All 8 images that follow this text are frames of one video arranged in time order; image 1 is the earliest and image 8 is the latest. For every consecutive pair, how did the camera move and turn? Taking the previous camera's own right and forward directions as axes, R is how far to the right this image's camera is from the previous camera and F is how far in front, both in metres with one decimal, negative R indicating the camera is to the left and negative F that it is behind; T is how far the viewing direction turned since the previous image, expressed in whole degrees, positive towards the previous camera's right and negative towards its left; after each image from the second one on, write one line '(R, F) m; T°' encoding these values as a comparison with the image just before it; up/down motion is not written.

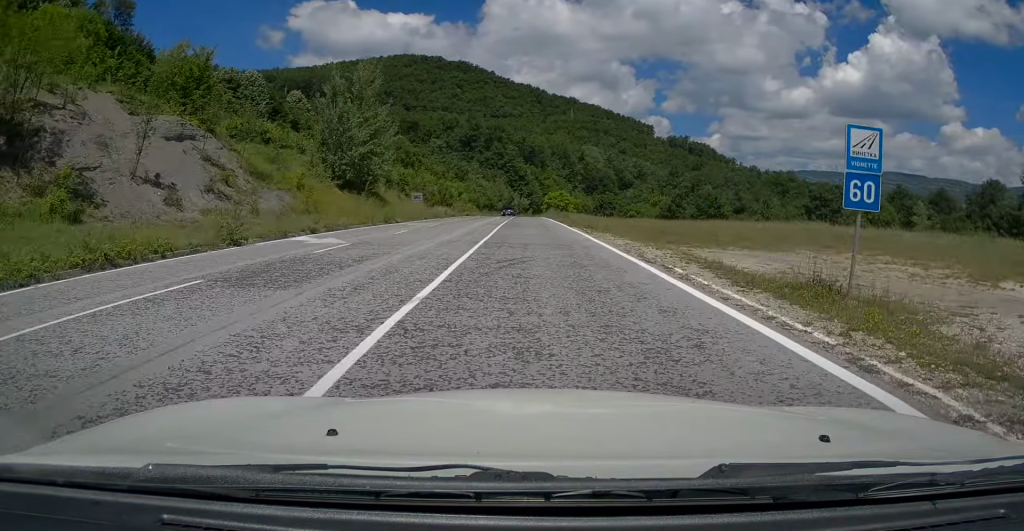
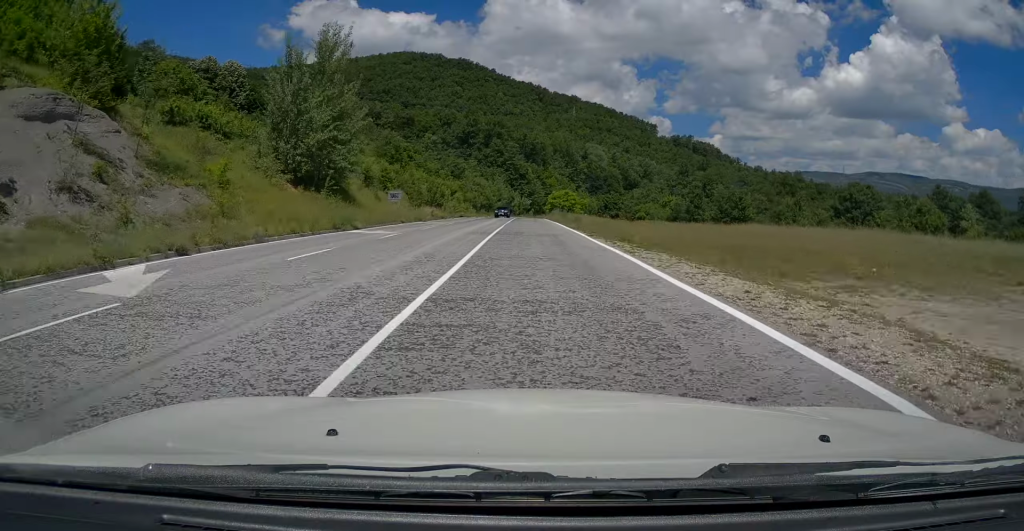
(+0.1, +10.9) m; 0°
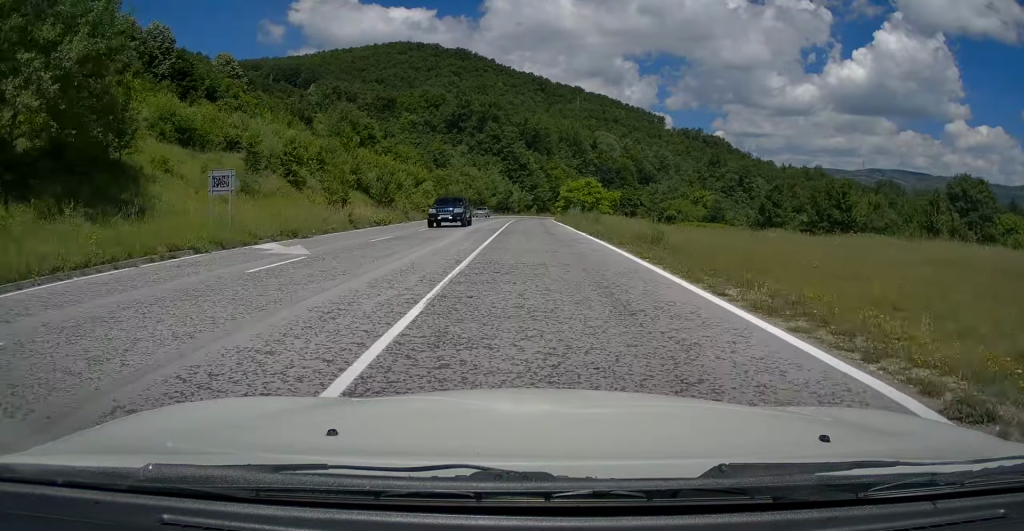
(-0.3, +29.1) m; -1°
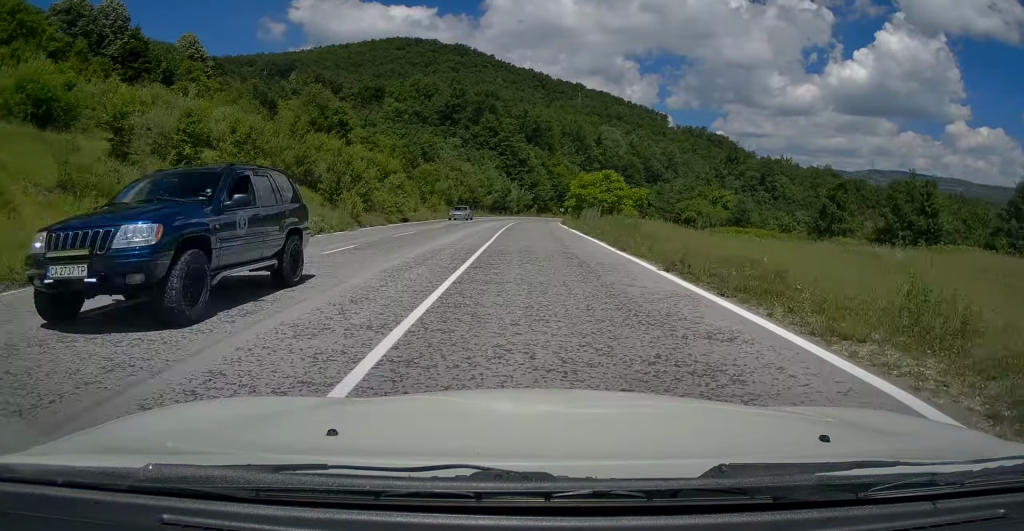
(+0.1, +13.4) m; 0°
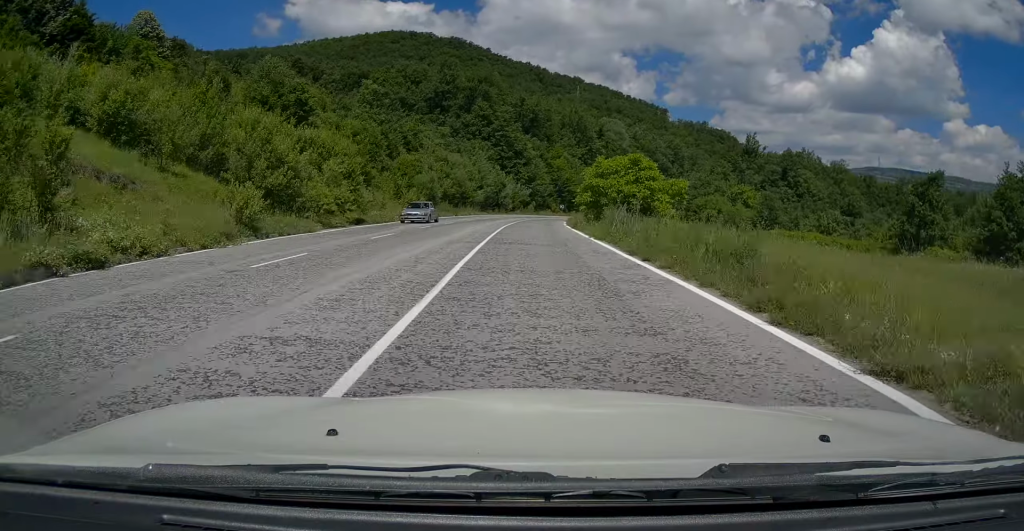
(+0.1, +12.6) m; 0°
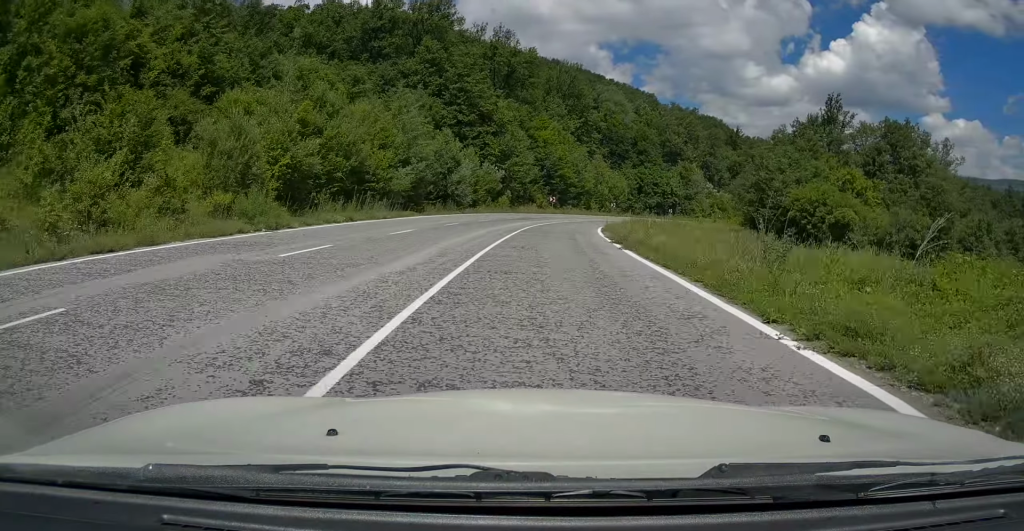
(+0.5, +42.9) m; +3°
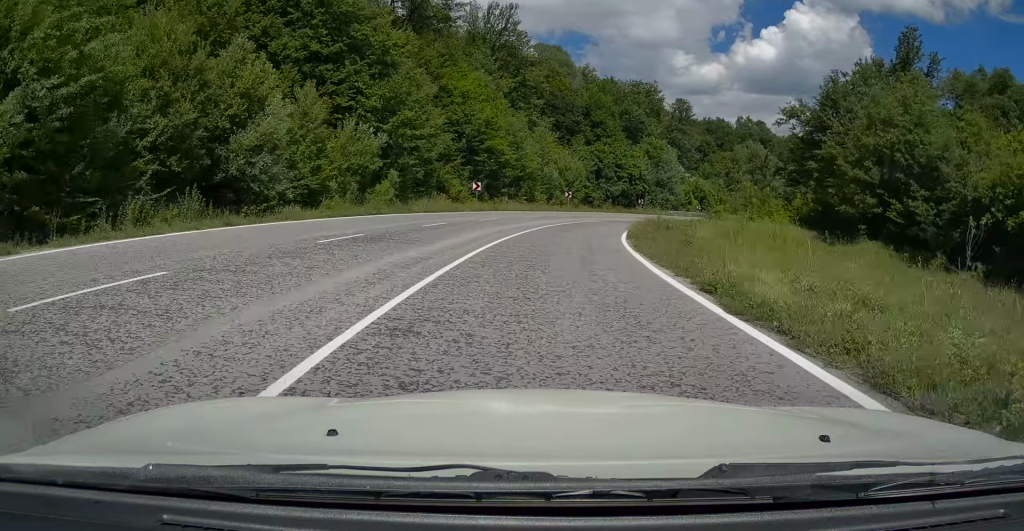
(+1.5, +32.3) m; +6°
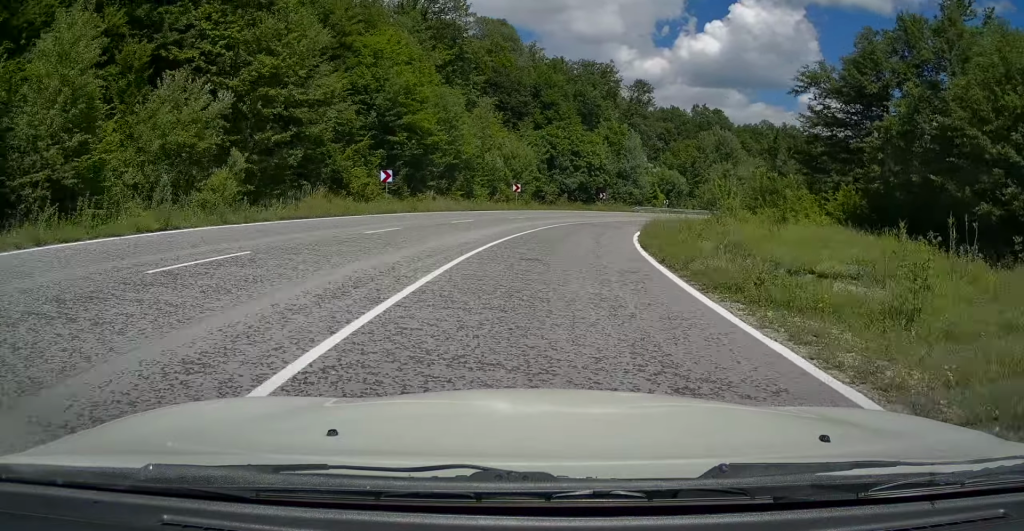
(+0.3, +14.7) m; +4°
